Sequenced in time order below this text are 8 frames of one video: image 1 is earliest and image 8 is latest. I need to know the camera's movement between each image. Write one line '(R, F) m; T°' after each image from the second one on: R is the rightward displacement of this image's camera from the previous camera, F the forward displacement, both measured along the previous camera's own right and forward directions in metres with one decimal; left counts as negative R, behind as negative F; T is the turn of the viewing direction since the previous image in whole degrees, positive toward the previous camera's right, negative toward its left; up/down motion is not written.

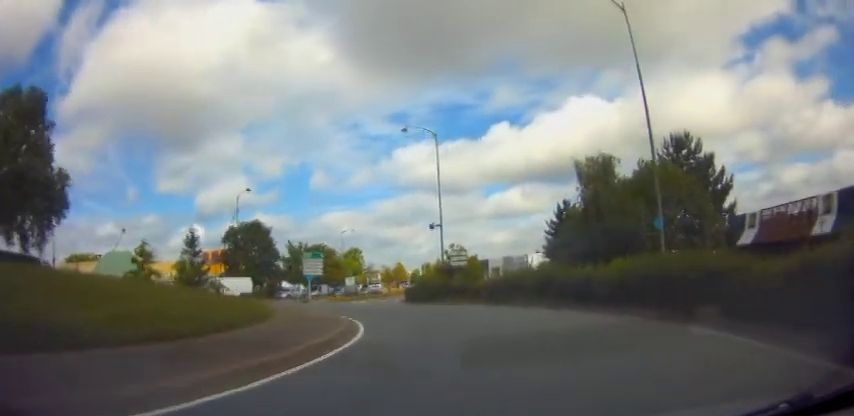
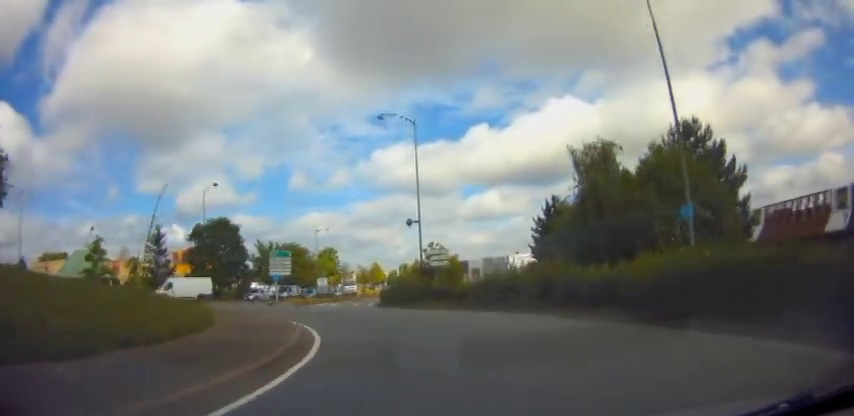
(-0.1, +3.7) m; +1°
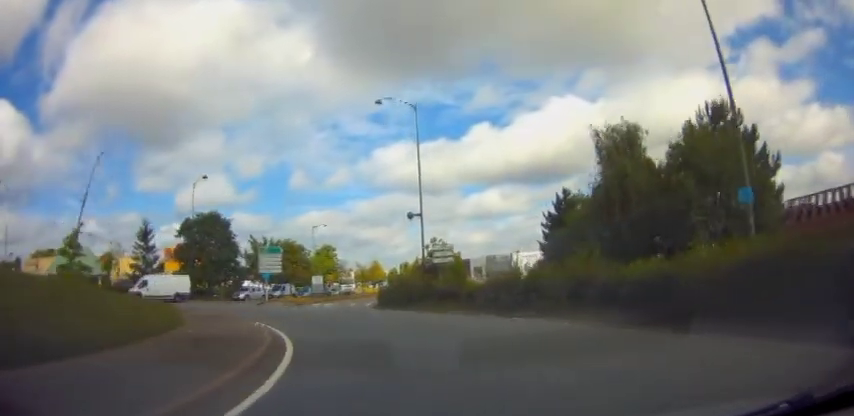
(-0.1, +3.0) m; +1°
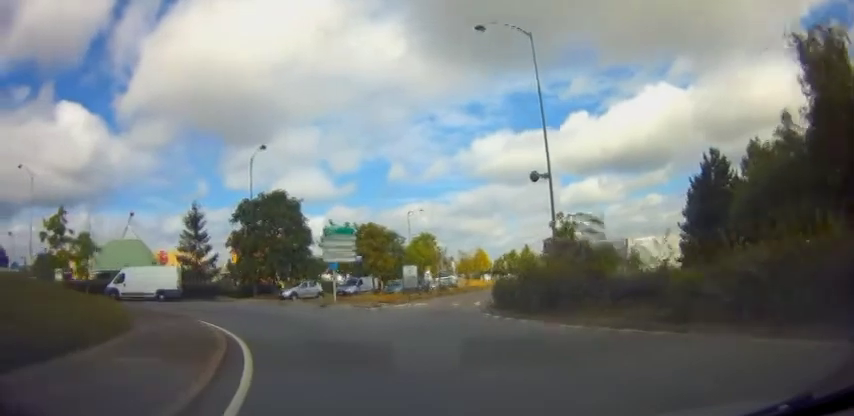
(-0.4, +9.8) m; -10°
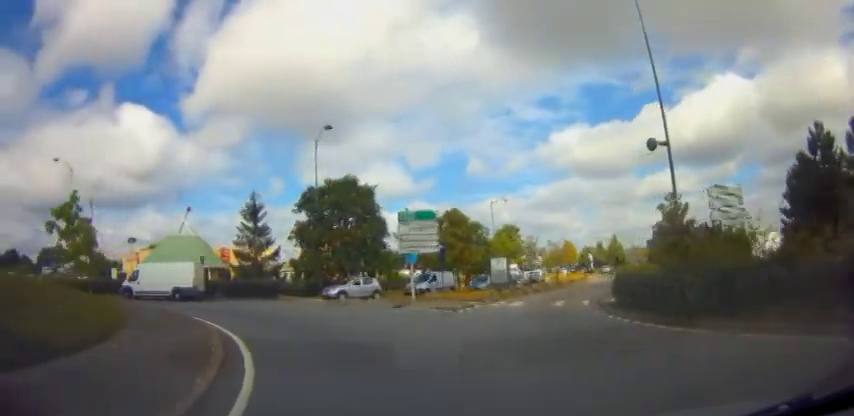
(-0.2, +4.6) m; -7°
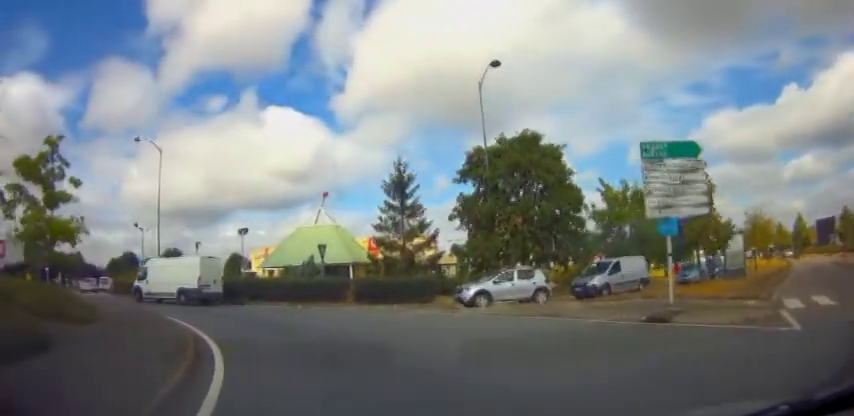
(-1.7, +10.2) m; -20°
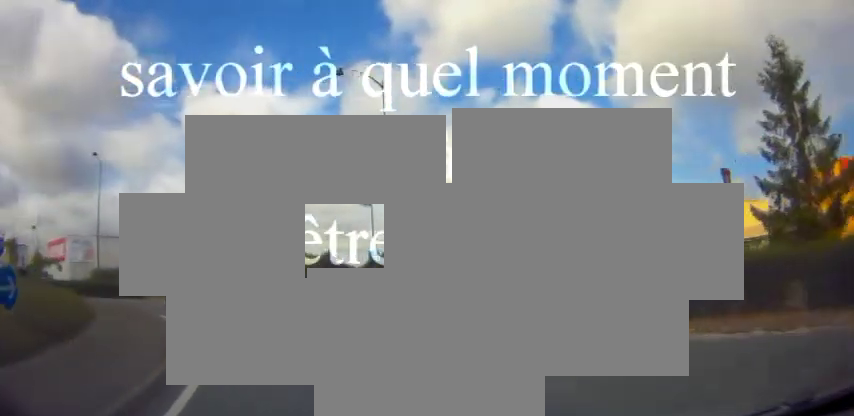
(-4.2, +14.3) m; -34°
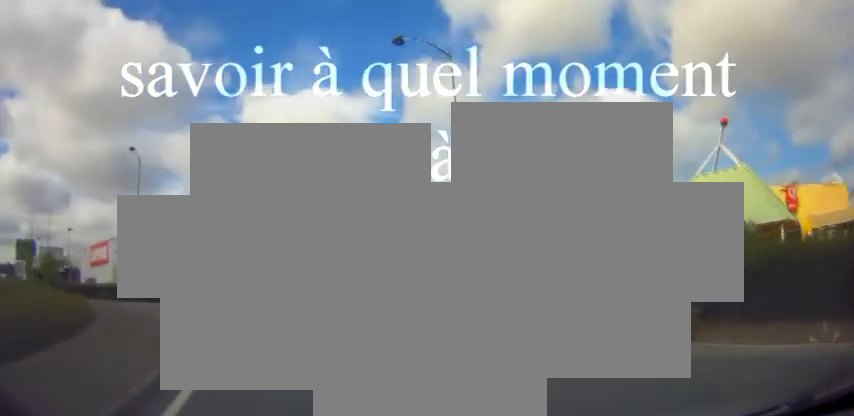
(-0.3, +3.7) m; -9°
